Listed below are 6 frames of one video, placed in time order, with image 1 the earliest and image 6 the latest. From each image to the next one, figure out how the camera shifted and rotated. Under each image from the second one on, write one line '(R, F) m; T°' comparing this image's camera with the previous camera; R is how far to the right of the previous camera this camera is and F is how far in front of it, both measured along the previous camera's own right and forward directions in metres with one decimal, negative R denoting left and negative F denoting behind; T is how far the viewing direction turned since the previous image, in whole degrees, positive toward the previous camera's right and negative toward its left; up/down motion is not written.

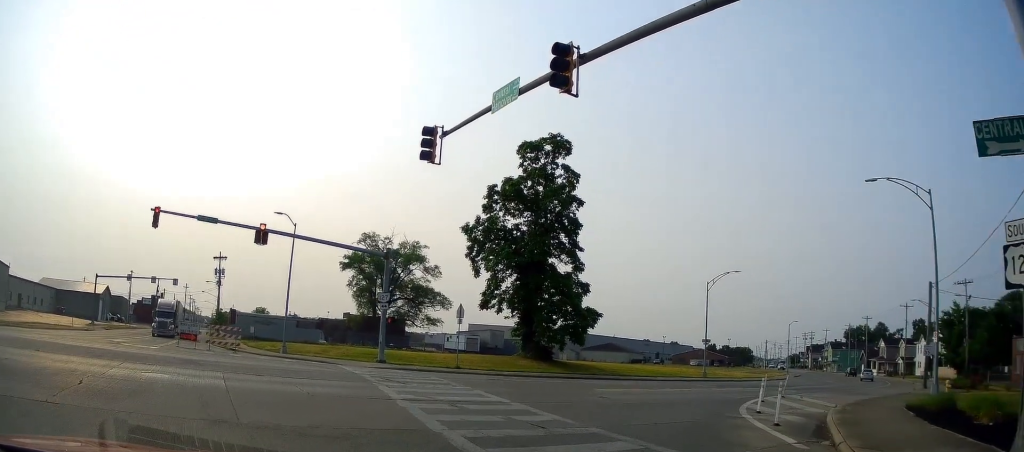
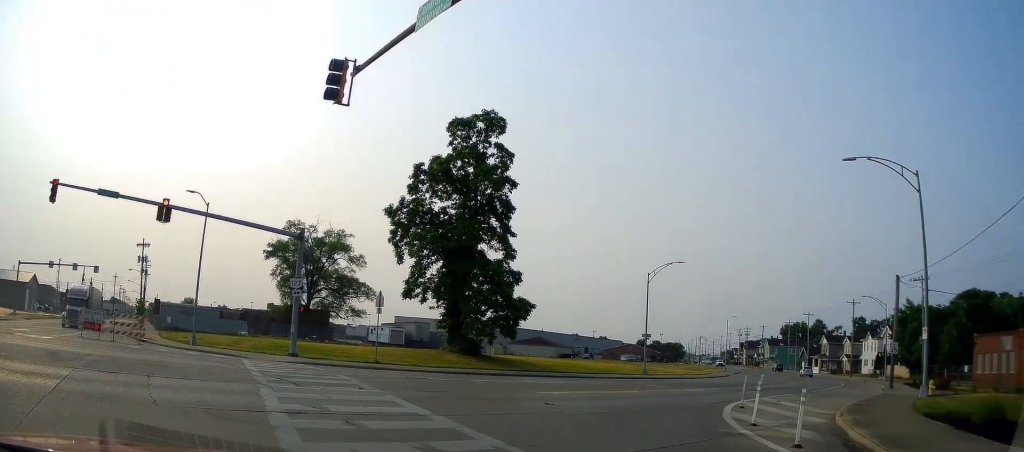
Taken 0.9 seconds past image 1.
(+0.1, +3.2) m; +2°
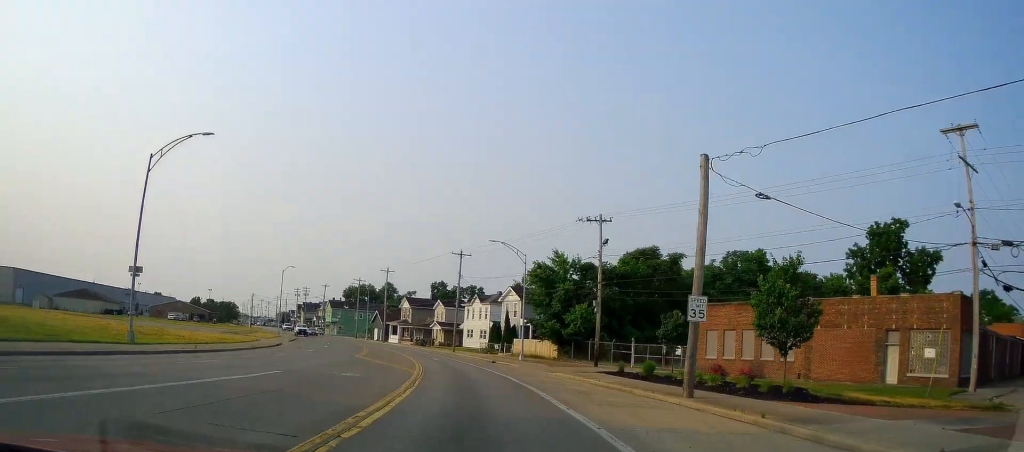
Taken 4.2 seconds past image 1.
(+7.5, +20.3) m; +37°
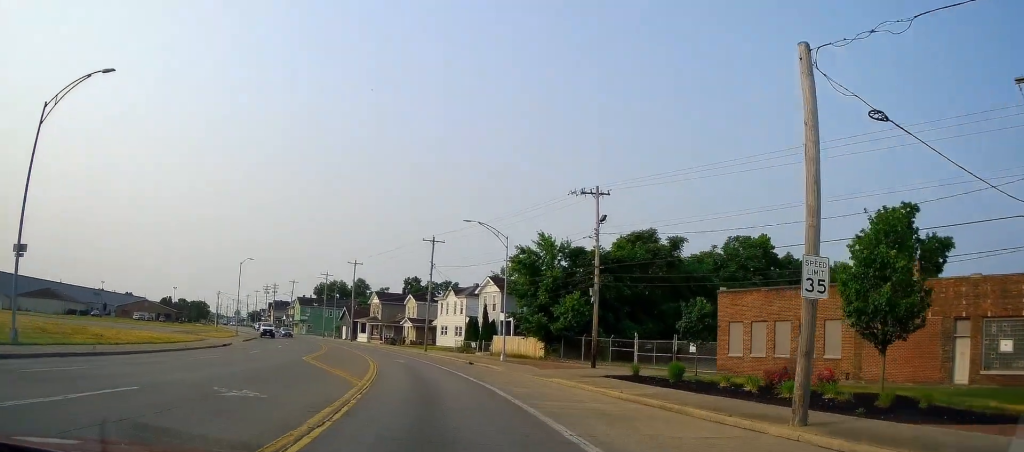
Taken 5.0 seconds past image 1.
(+0.4, +7.3) m; +1°
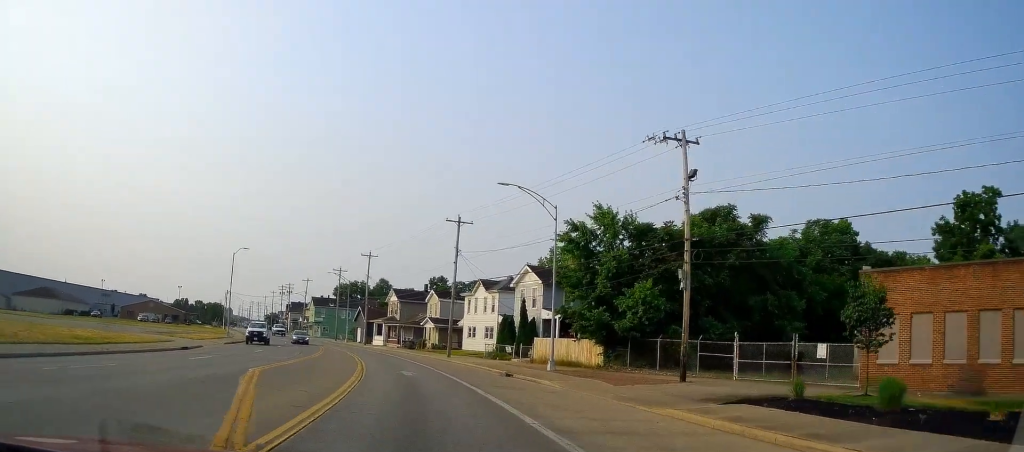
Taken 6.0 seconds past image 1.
(-0.4, +11.1) m; -1°
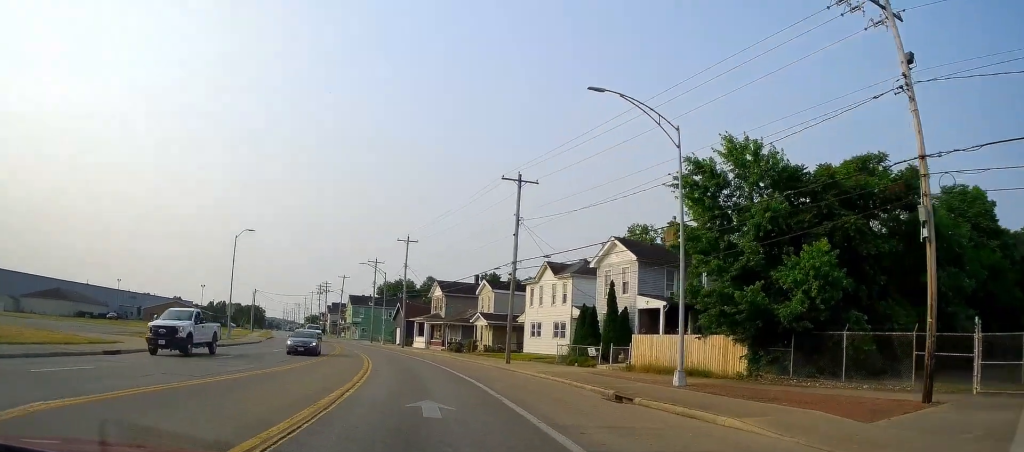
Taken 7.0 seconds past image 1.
(+0.2, +12.8) m; -2°
